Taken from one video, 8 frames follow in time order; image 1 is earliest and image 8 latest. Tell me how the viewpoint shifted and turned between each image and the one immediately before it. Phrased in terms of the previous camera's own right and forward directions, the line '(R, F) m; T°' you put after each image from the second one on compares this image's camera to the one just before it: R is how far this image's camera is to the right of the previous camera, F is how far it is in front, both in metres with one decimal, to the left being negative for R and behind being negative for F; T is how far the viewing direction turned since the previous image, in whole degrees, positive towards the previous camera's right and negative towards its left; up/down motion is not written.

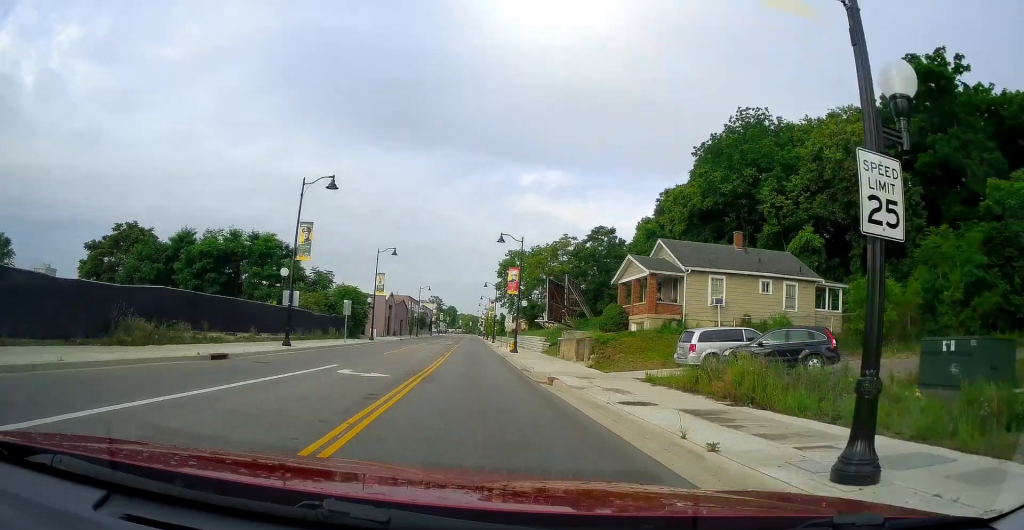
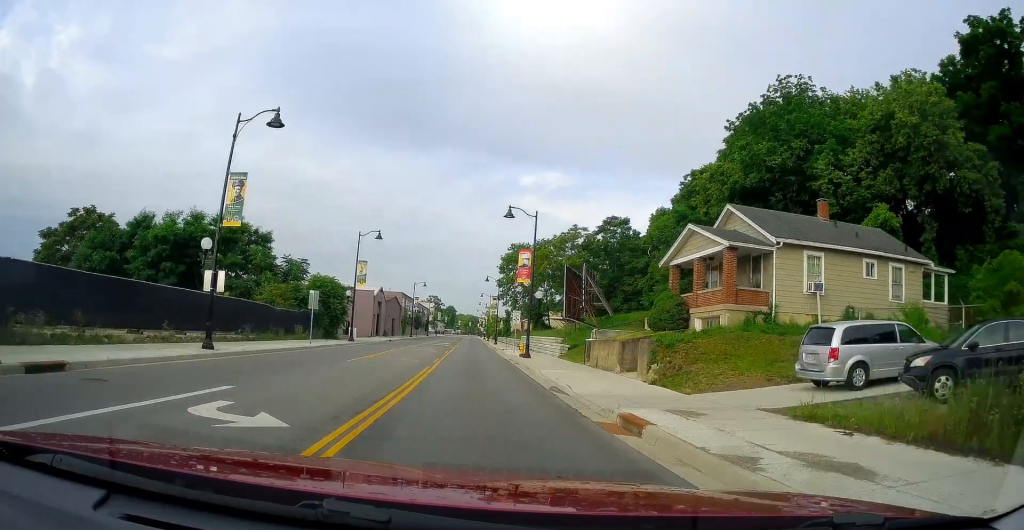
(0.0, +10.1) m; -1°
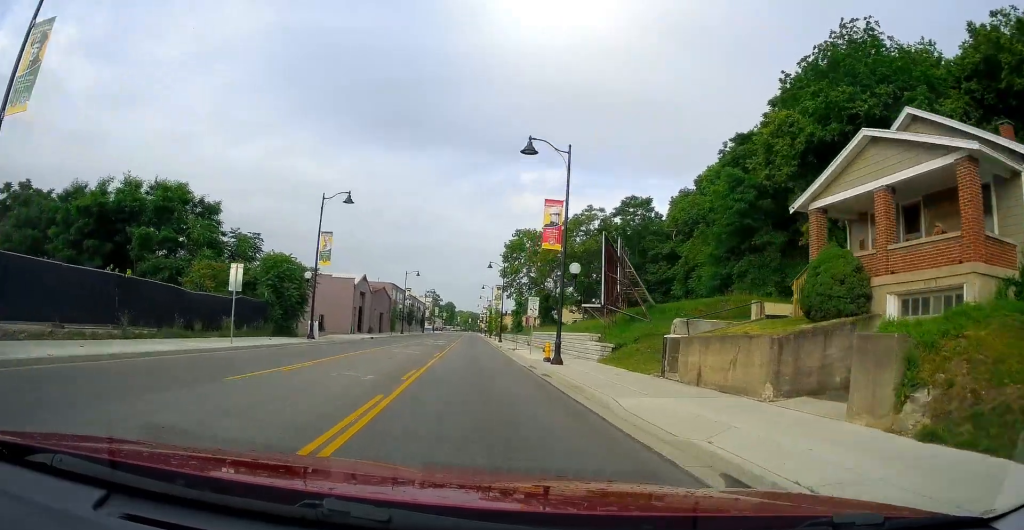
(-0.2, +12.6) m; -2°
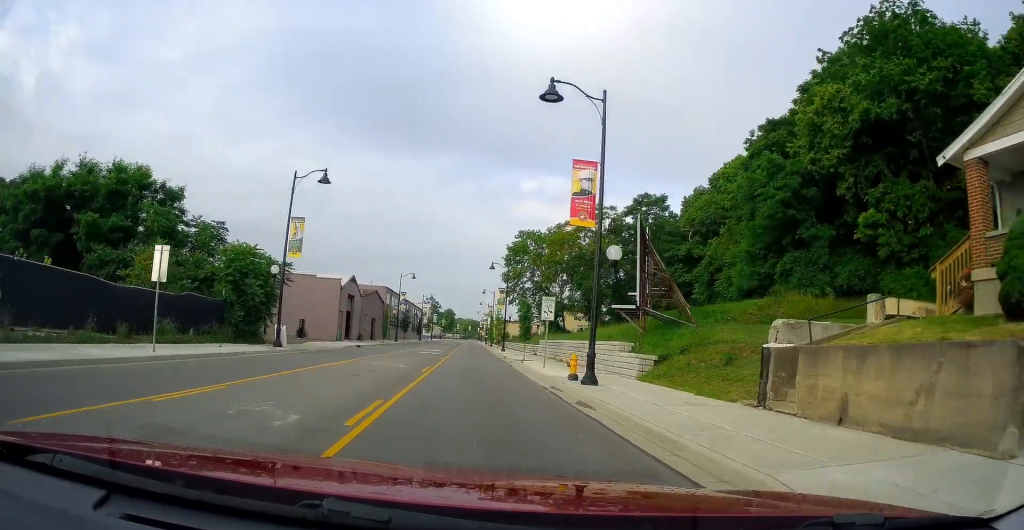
(-0.2, +6.5) m; 0°
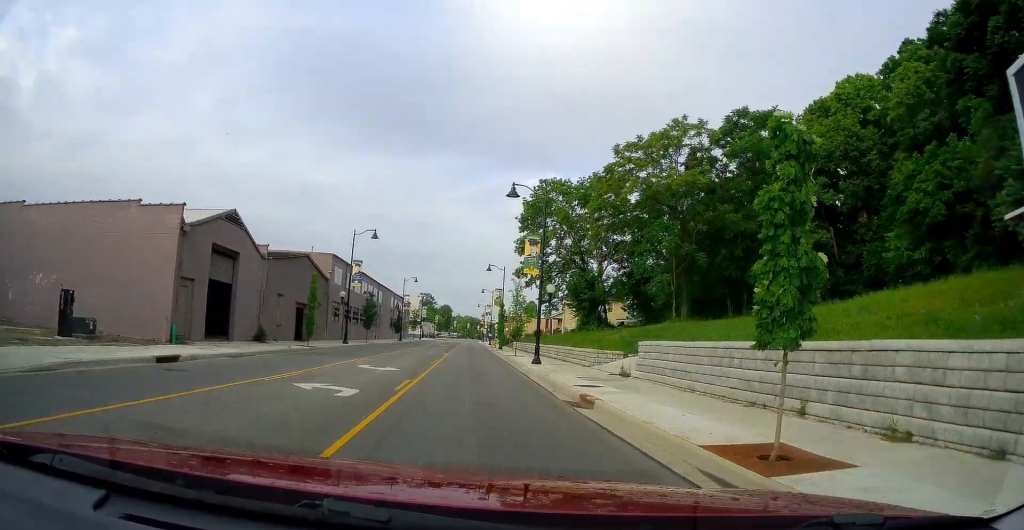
(+0.6, +31.6) m; +3°
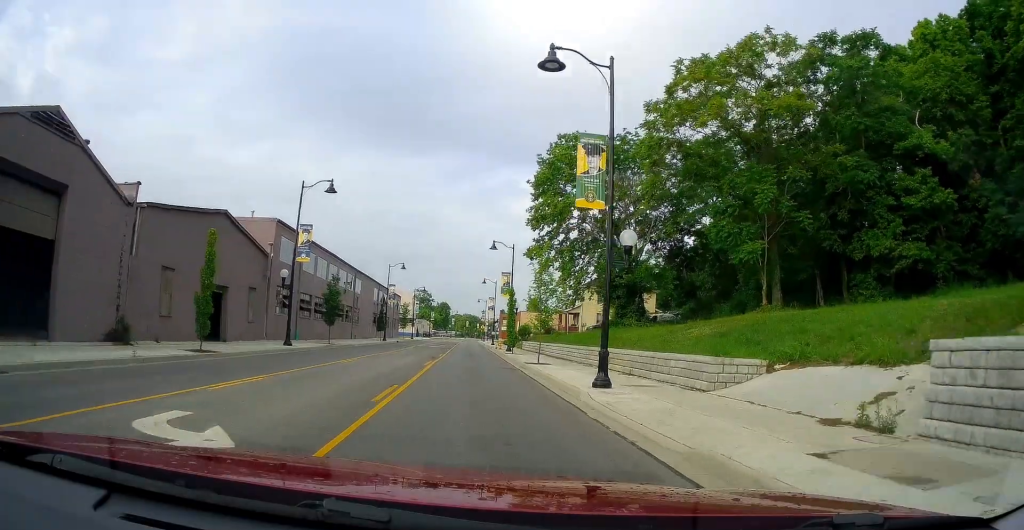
(+0.2, +14.7) m; +1°
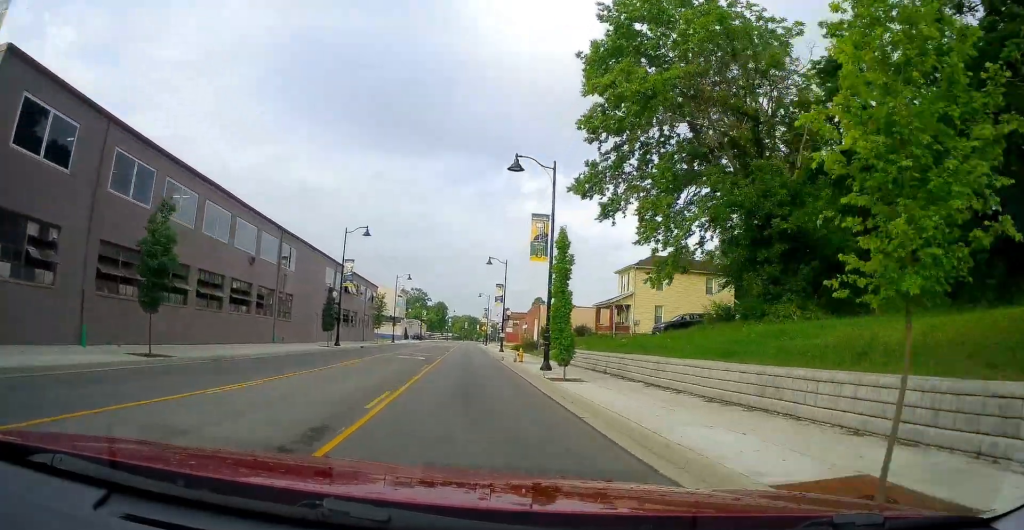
(-0.1, +24.9) m; -2°
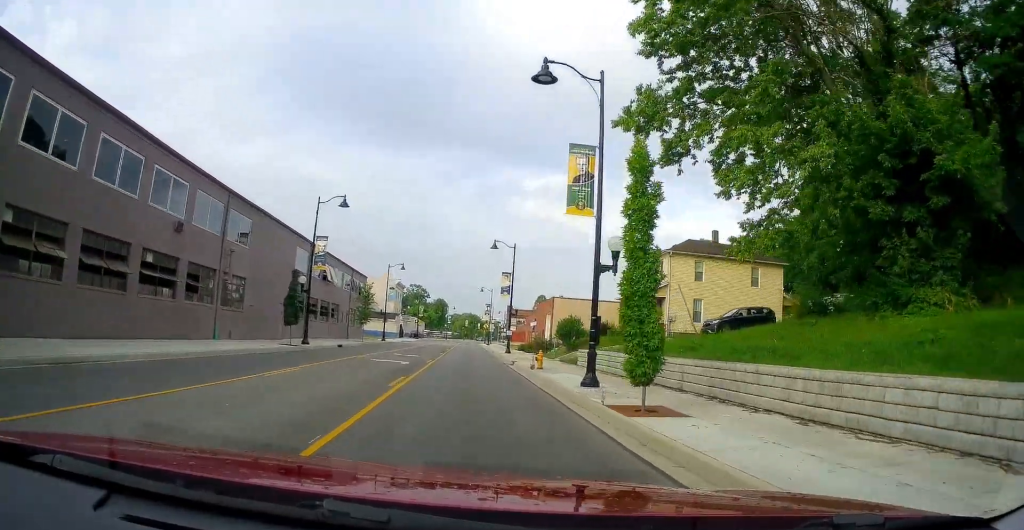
(0.0, +9.2) m; -2°
